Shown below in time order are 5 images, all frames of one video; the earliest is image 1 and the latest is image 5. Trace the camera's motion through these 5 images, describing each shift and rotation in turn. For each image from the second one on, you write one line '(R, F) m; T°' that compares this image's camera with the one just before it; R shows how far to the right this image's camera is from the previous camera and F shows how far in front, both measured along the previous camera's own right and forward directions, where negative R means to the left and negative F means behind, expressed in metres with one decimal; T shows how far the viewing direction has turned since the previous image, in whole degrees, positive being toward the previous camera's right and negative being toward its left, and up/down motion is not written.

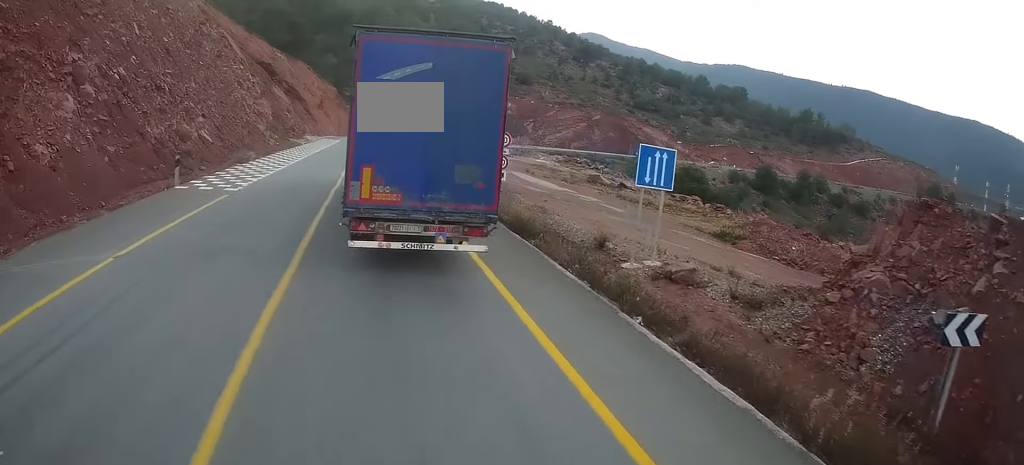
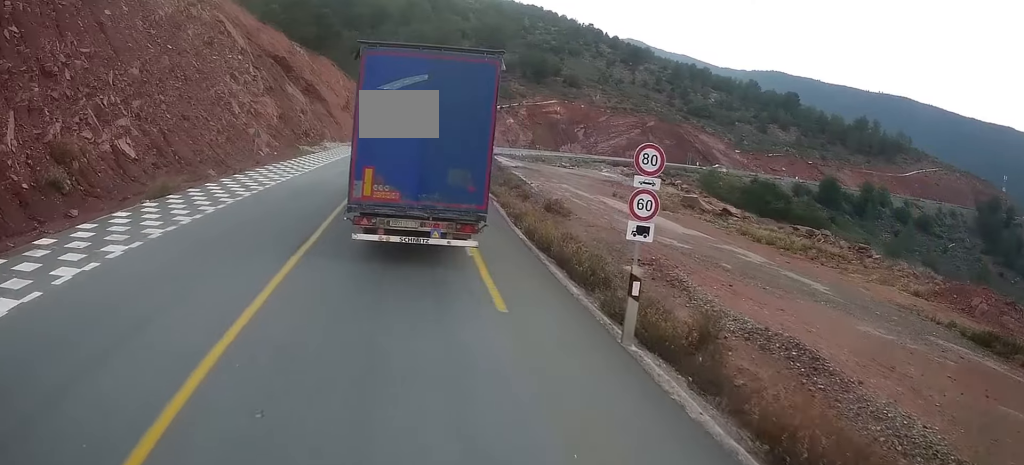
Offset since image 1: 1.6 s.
(0.0, +17.1) m; 0°
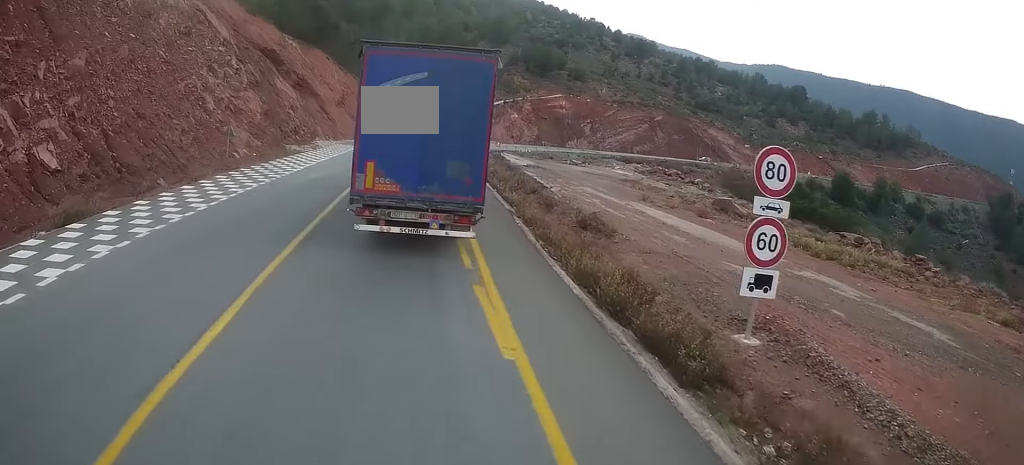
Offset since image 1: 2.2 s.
(0.0, +6.4) m; 0°
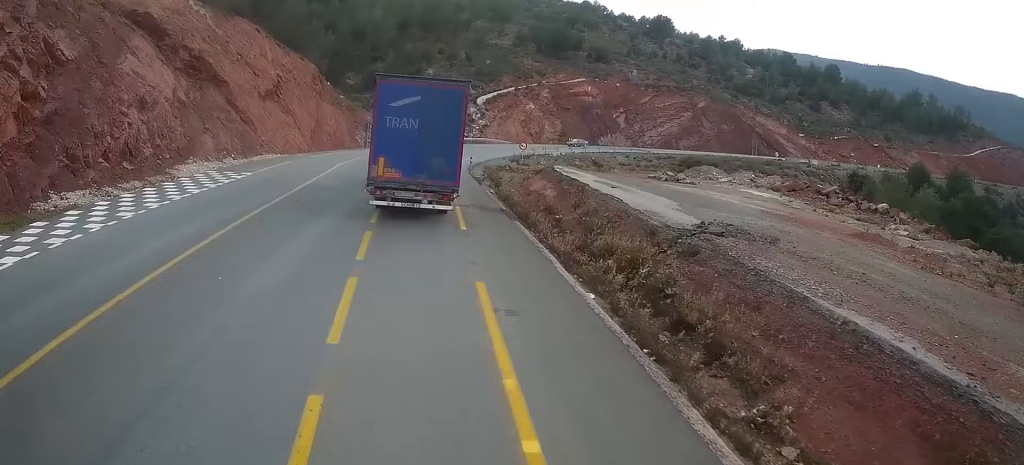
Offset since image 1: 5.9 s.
(0.0, +38.1) m; 0°
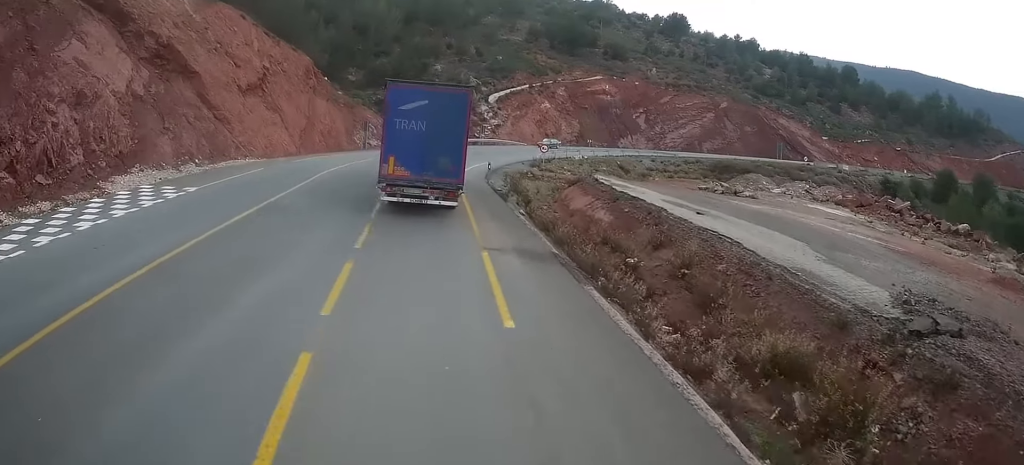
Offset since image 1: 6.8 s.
(0.0, +8.9) m; 0°
